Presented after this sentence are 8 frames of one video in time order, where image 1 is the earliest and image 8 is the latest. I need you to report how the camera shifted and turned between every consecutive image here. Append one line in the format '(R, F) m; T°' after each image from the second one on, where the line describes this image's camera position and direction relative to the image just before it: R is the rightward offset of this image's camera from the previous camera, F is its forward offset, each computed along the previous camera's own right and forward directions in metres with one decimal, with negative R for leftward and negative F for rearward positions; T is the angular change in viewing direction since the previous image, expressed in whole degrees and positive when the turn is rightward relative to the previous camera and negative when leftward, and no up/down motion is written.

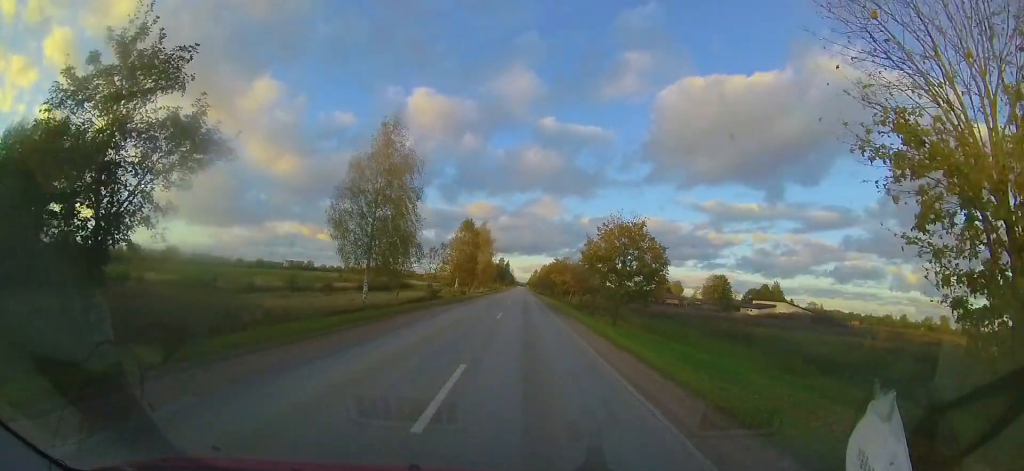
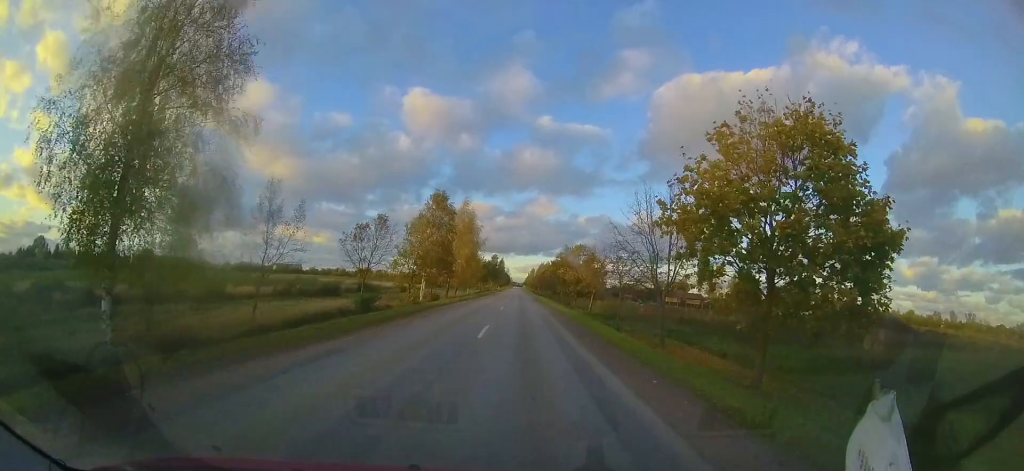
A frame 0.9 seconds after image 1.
(-0.1, +17.2) m; 0°
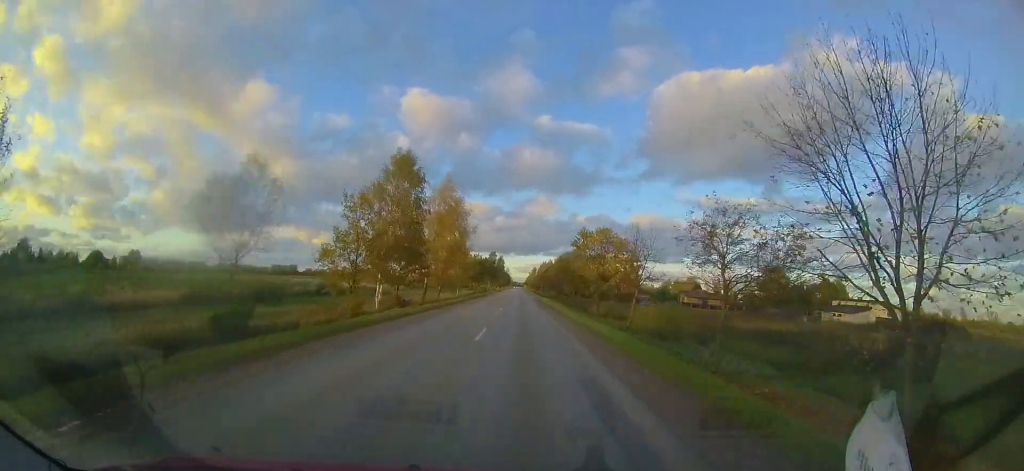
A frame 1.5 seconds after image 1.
(0.0, +12.1) m; +1°
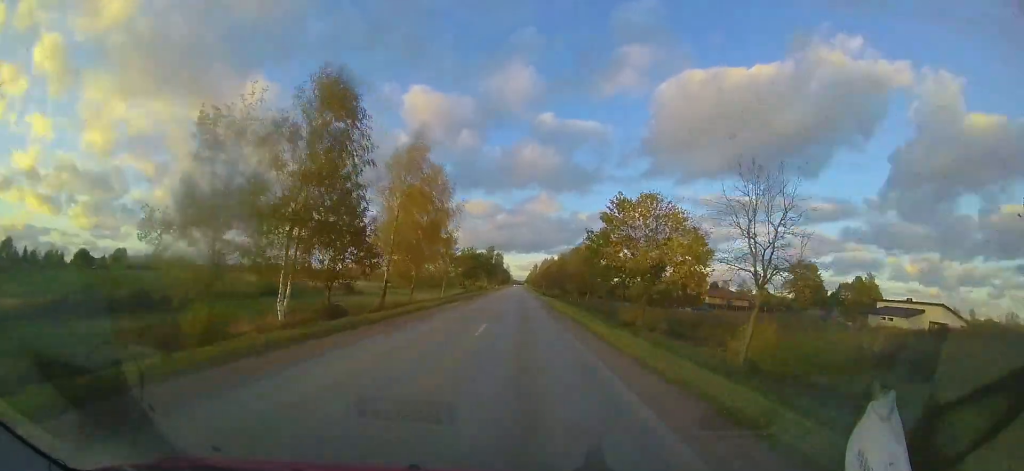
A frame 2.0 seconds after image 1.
(+0.1, +11.4) m; +1°
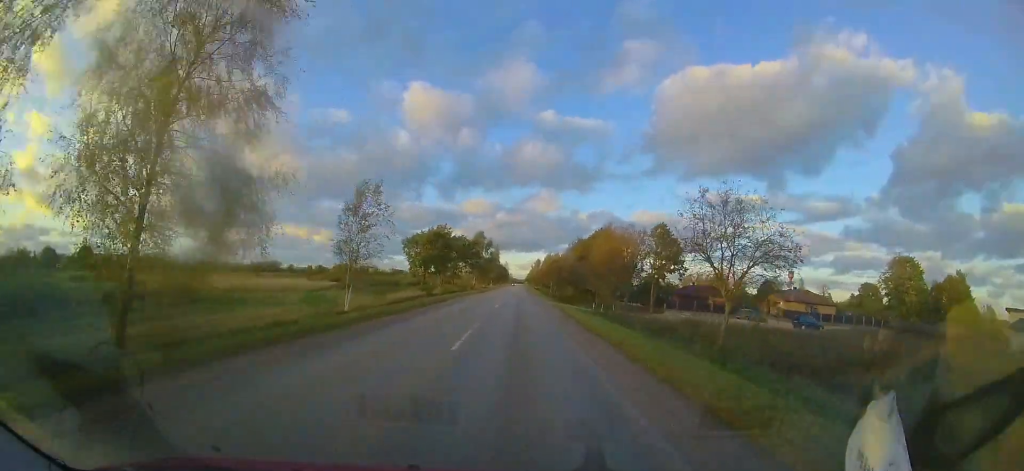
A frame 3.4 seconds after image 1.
(+0.4, +26.5) m; 0°
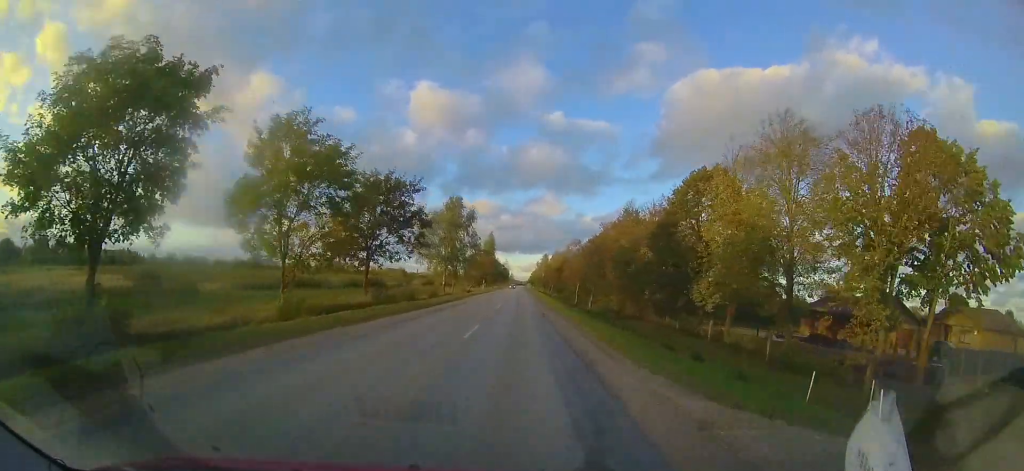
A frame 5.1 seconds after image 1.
(-0.8, +33.3) m; -2°
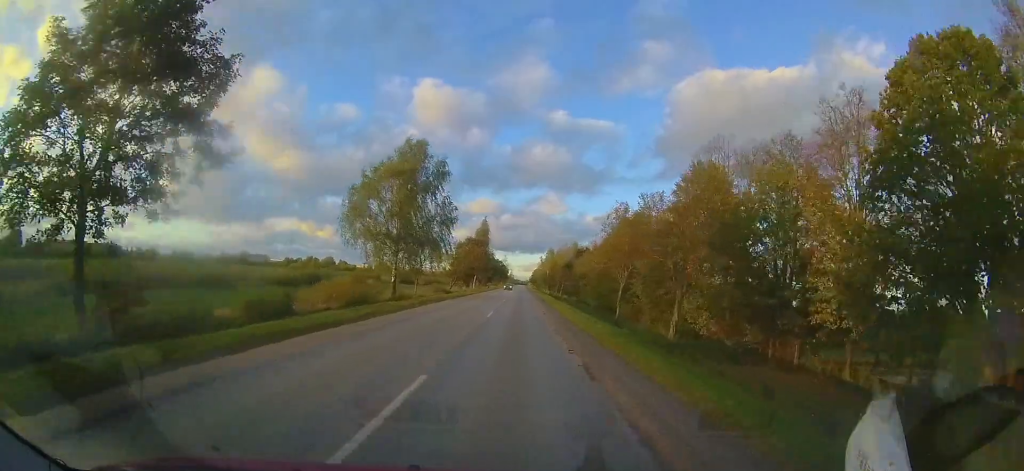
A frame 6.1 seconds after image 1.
(-0.1, +19.4) m; +1°
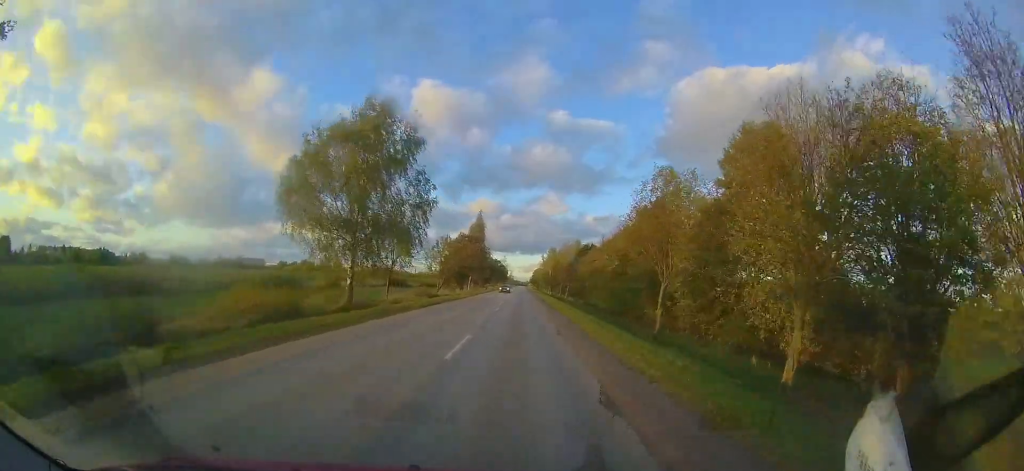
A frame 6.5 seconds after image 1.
(0.0, +7.6) m; 0°
